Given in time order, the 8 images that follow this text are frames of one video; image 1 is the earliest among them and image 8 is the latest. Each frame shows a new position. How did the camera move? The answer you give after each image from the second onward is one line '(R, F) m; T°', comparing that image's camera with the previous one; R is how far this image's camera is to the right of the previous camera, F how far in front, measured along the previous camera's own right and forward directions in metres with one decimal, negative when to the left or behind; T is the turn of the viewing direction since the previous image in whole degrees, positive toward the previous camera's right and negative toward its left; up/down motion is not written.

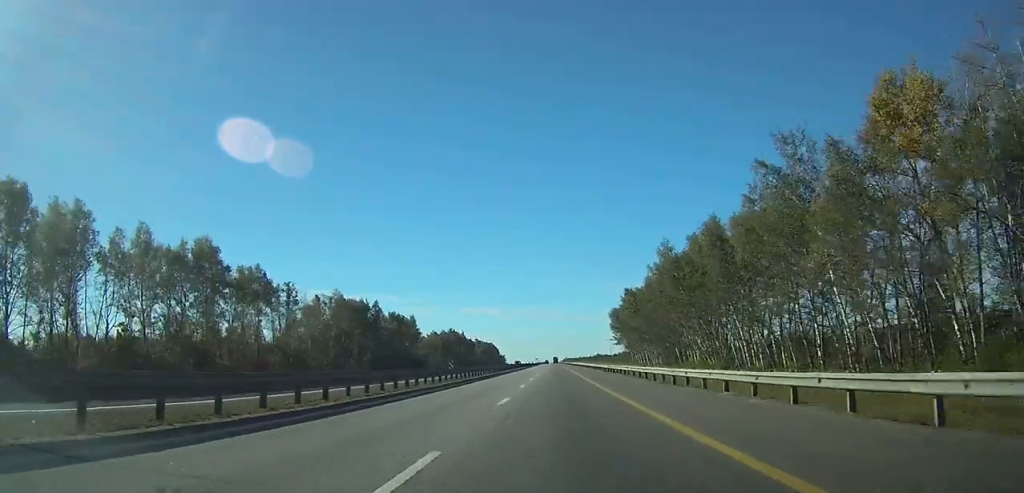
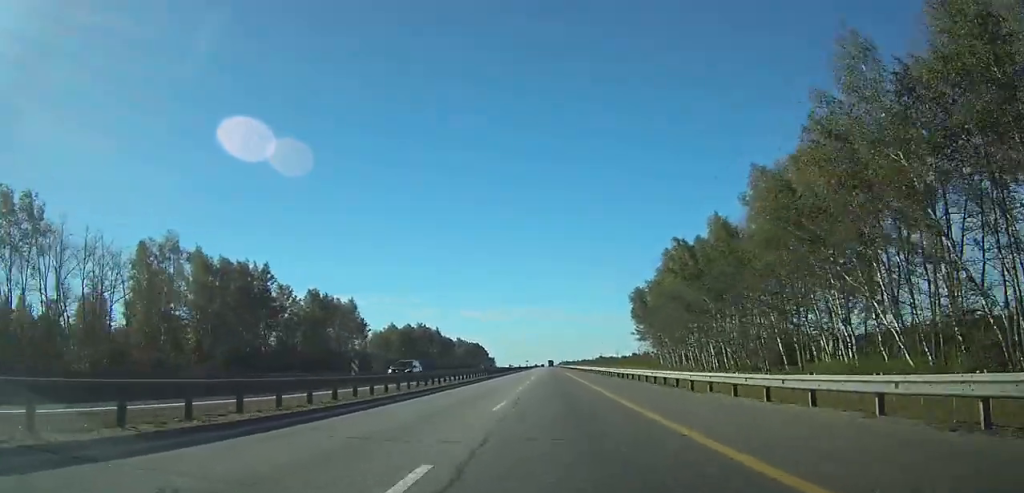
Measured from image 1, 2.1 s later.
(-0.1, +60.5) m; 0°
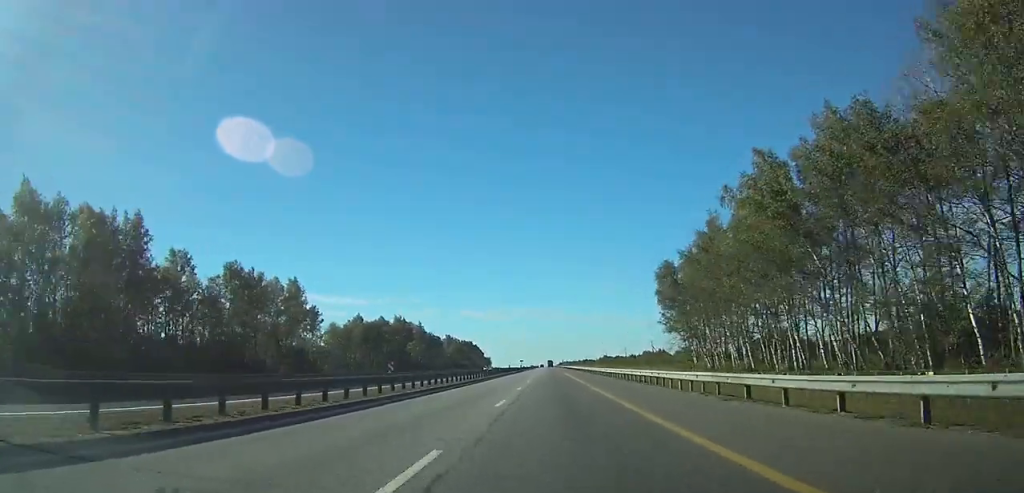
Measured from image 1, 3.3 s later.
(0.0, +34.3) m; 0°
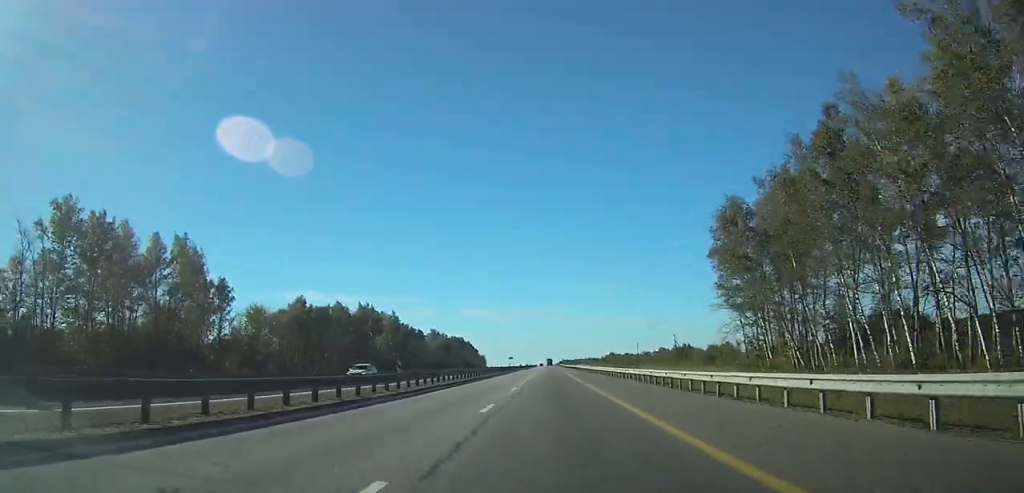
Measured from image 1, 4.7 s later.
(+0.1, +38.2) m; 0°
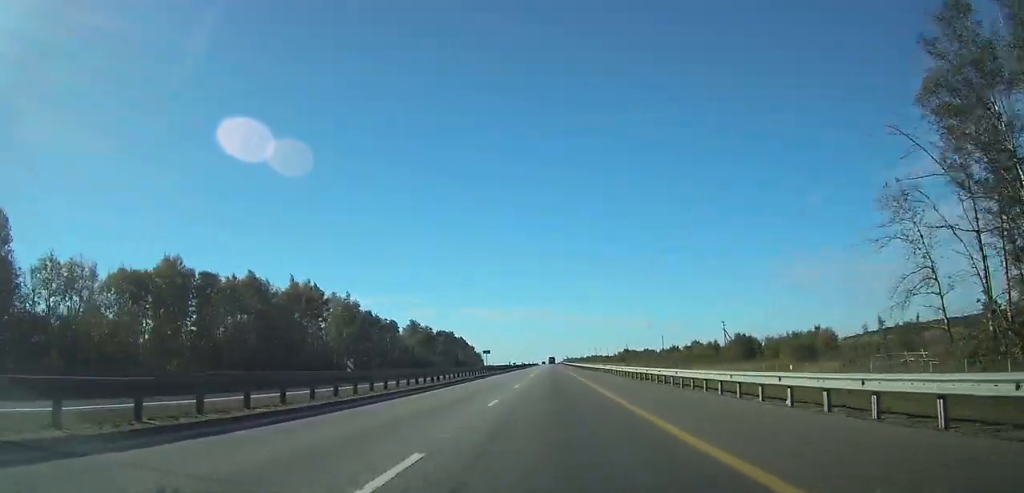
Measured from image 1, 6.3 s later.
(-0.1, +45.8) m; 0°
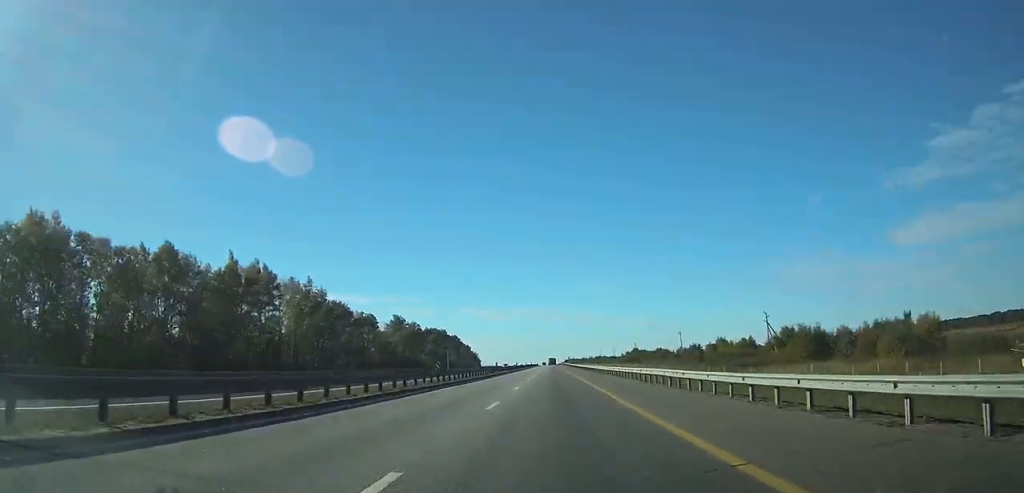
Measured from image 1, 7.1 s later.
(0.0, +24.8) m; 0°
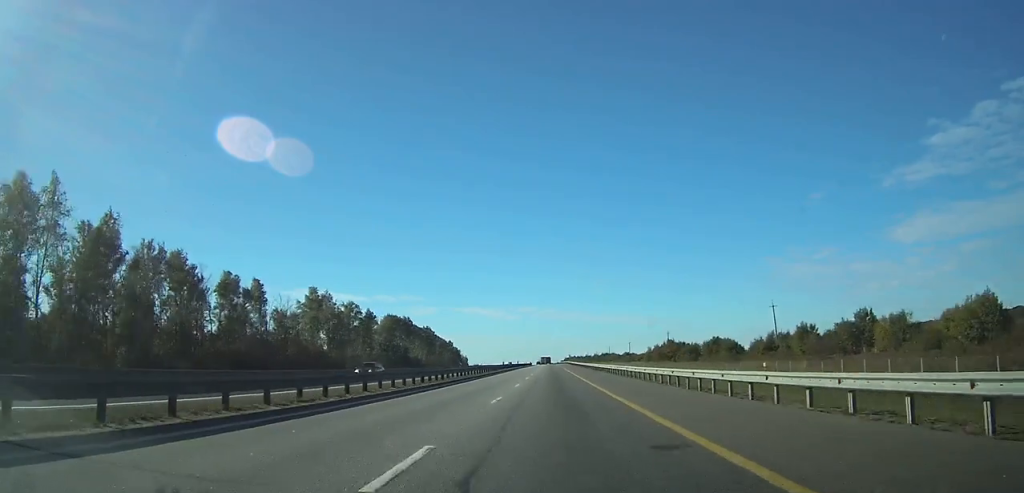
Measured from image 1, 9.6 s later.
(0.0, +69.6) m; 0°
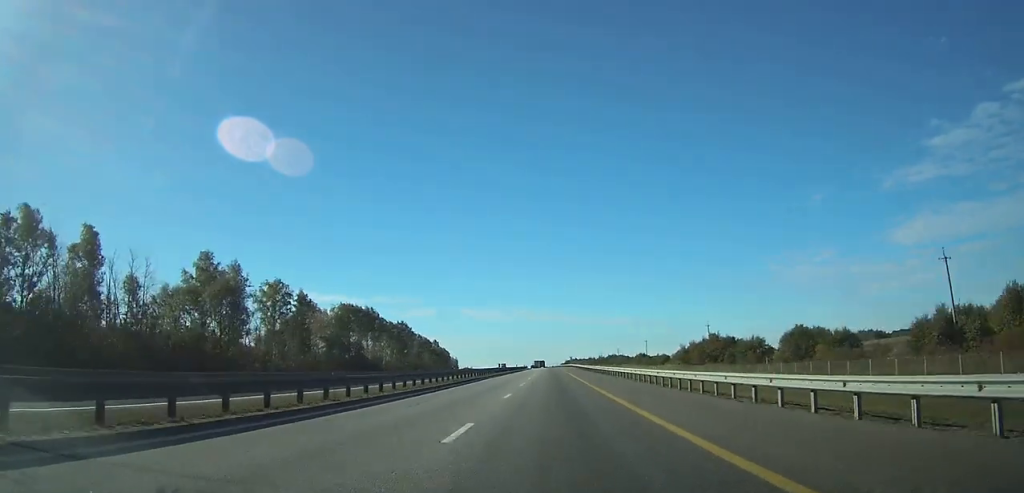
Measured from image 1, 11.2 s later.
(0.0, +44.5) m; 0°
